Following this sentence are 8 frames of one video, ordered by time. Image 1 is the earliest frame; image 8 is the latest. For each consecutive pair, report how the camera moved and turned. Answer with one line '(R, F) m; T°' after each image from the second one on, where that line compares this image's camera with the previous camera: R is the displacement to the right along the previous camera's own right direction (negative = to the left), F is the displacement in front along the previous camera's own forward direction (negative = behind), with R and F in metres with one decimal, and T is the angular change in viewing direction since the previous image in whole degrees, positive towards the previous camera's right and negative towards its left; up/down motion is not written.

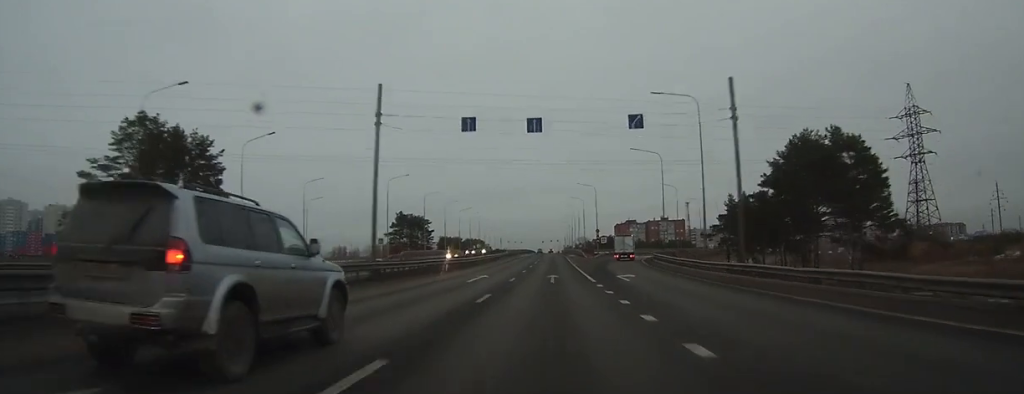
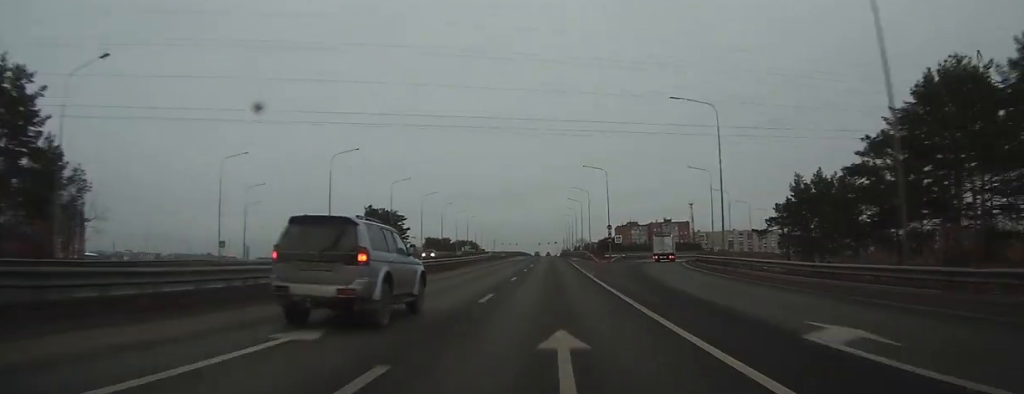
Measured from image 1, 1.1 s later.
(+0.1, +24.4) m; 0°
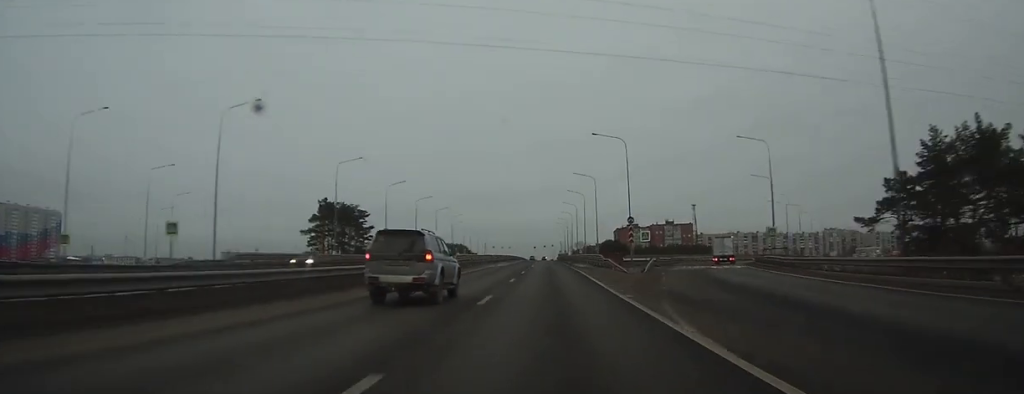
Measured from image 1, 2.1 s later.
(0.0, +24.4) m; 0°
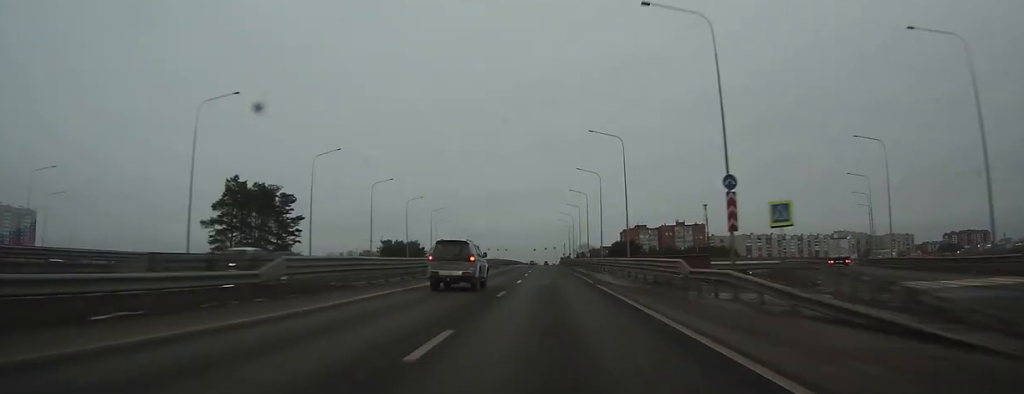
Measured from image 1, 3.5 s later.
(+0.1, +31.9) m; 0°
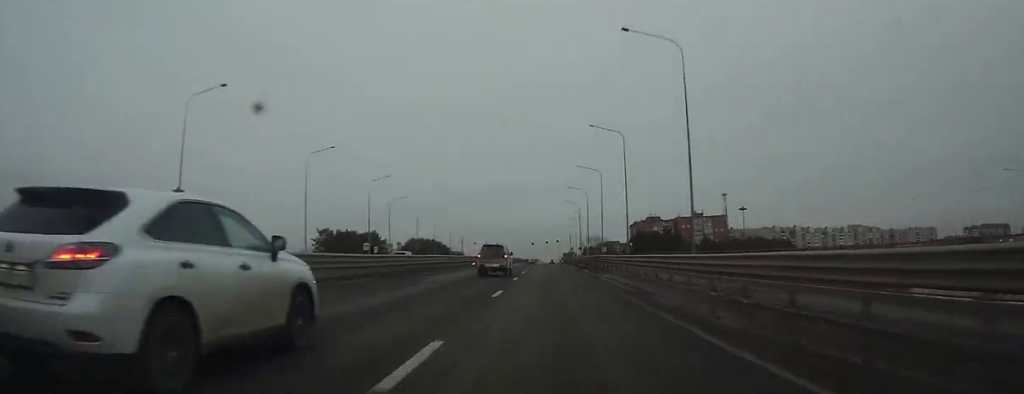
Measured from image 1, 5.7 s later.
(-0.2, +49.8) m; 0°
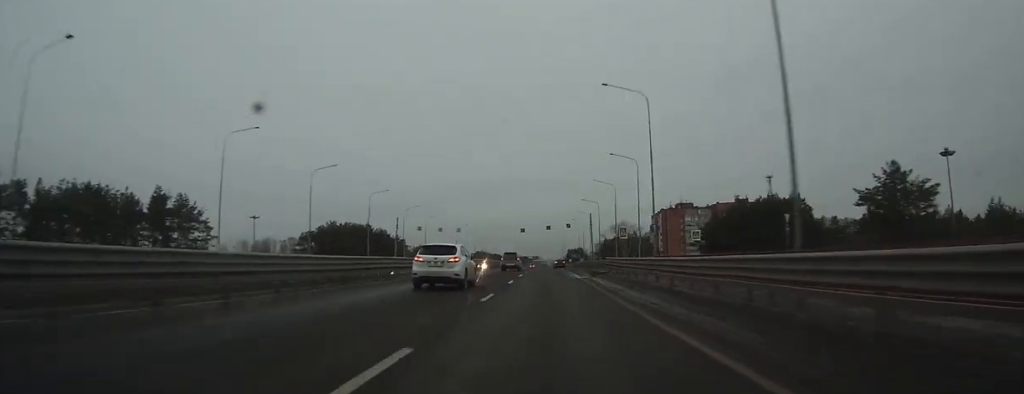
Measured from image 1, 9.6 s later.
(-0.2, +86.3) m; 0°
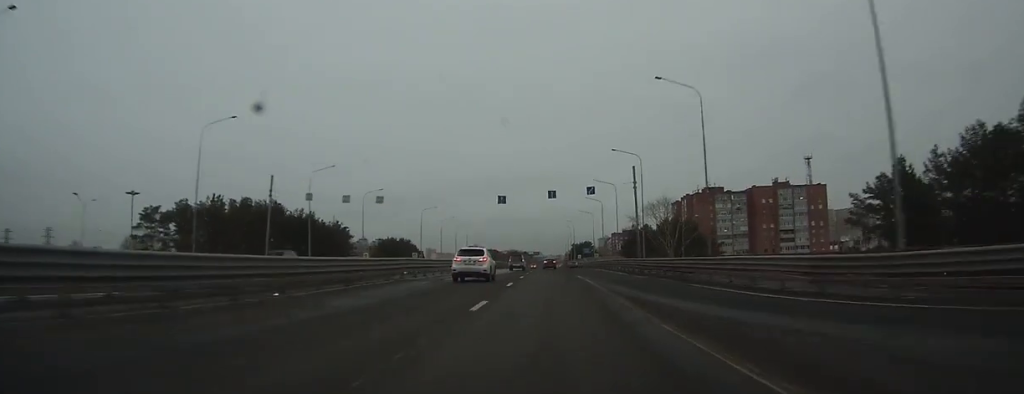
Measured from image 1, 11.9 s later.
(0.0, +51.4) m; 0°
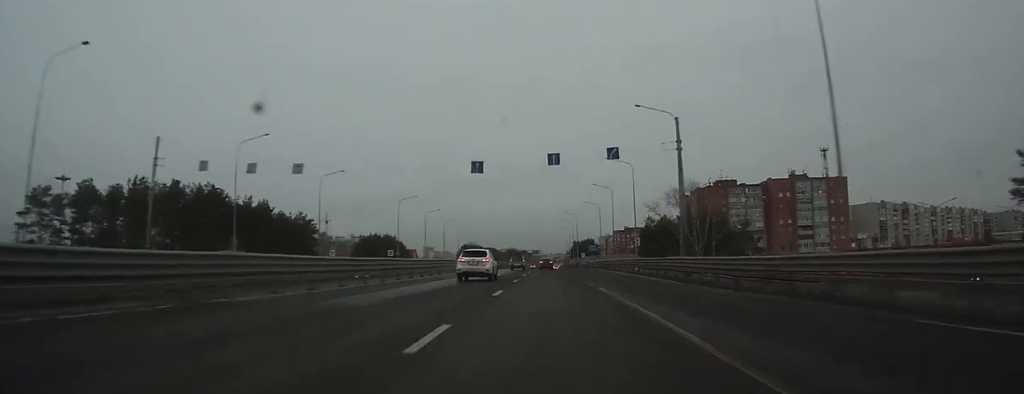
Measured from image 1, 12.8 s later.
(-0.1, +18.9) m; 0°
